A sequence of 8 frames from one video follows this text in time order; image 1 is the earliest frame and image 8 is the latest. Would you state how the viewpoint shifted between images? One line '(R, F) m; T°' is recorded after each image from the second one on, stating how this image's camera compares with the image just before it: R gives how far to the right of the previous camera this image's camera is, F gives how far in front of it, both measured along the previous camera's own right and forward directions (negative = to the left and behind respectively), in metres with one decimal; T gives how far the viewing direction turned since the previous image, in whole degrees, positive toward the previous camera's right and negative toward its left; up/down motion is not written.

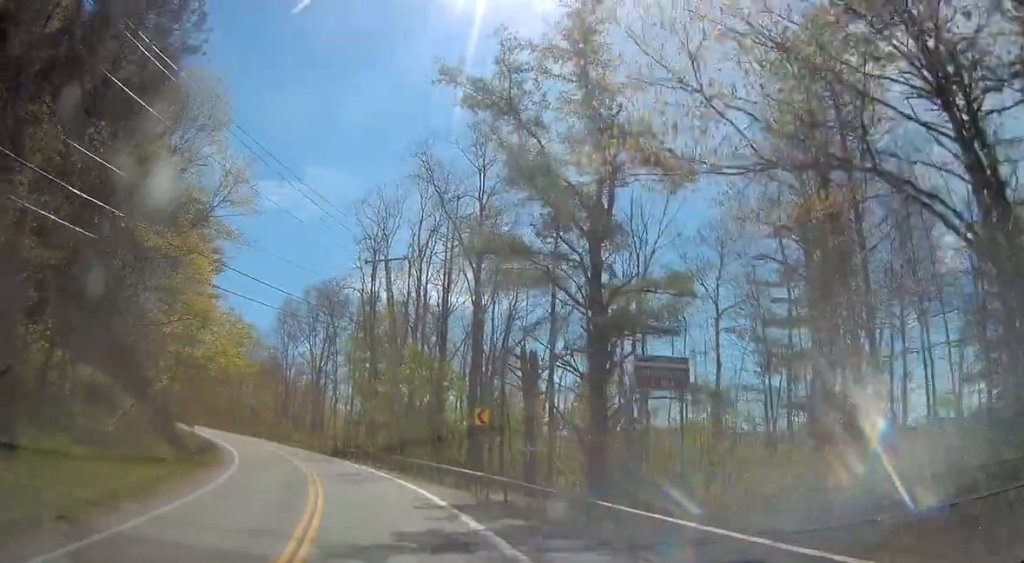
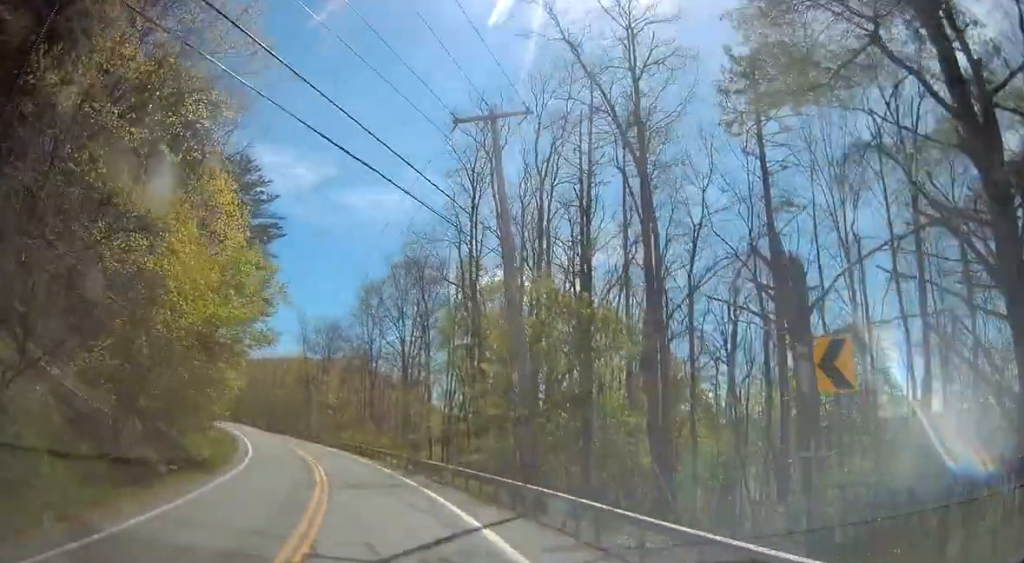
(-1.9, +16.4) m; -7°
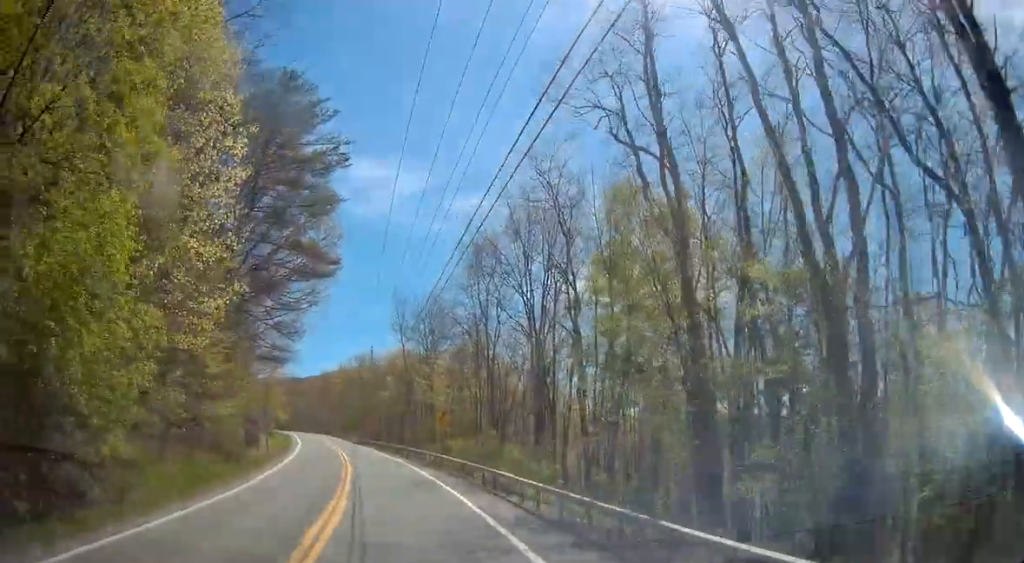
(0.0, +20.1) m; -5°
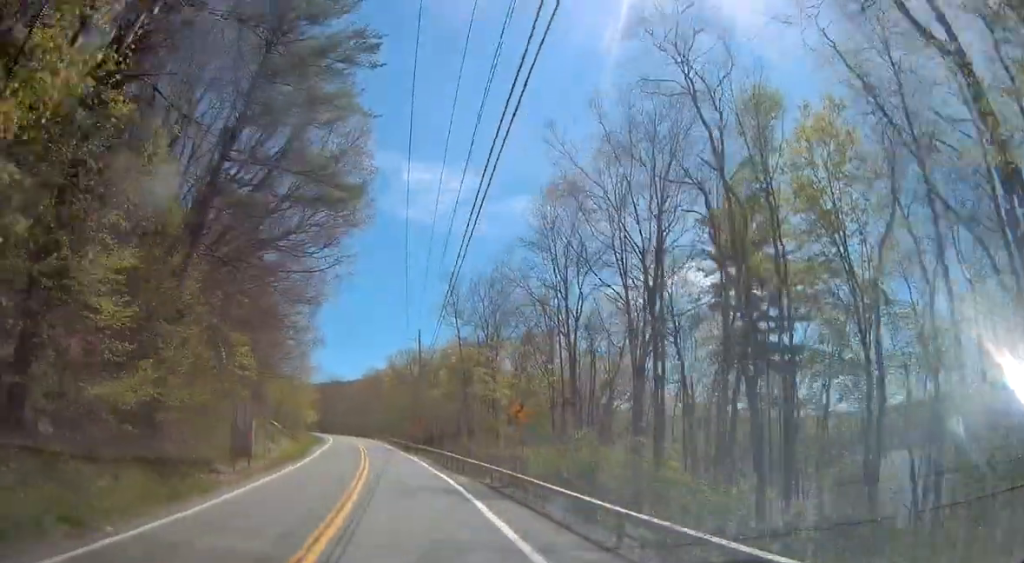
(-1.1, +13.8) m; -8°
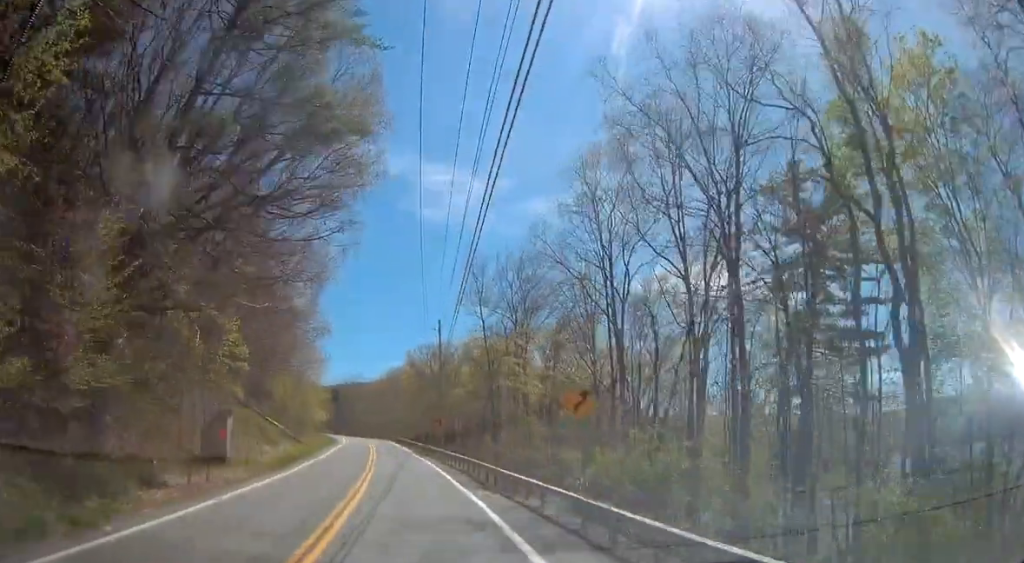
(-0.3, +7.0) m; -4°
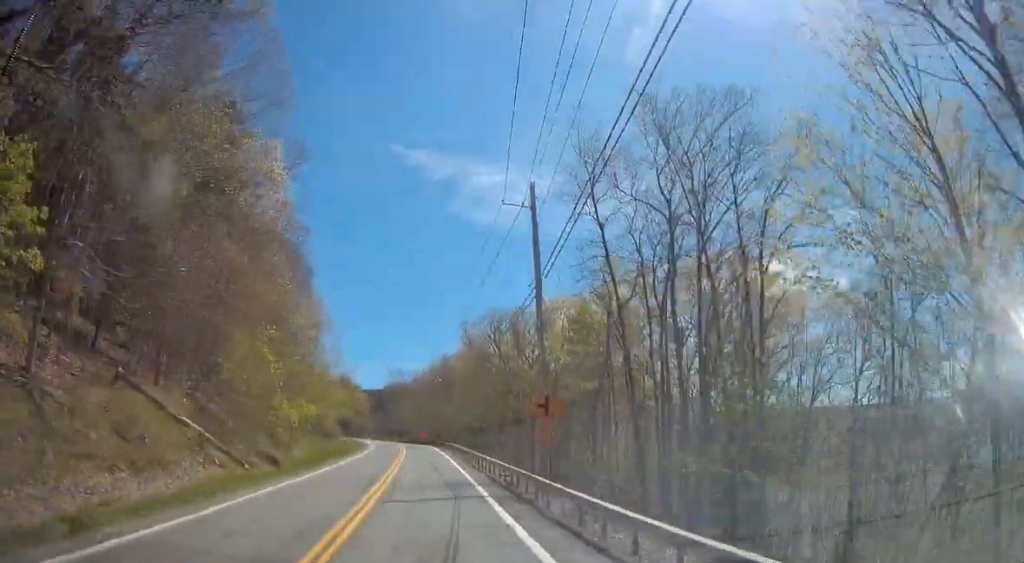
(-2.5, +29.8) m; -9°
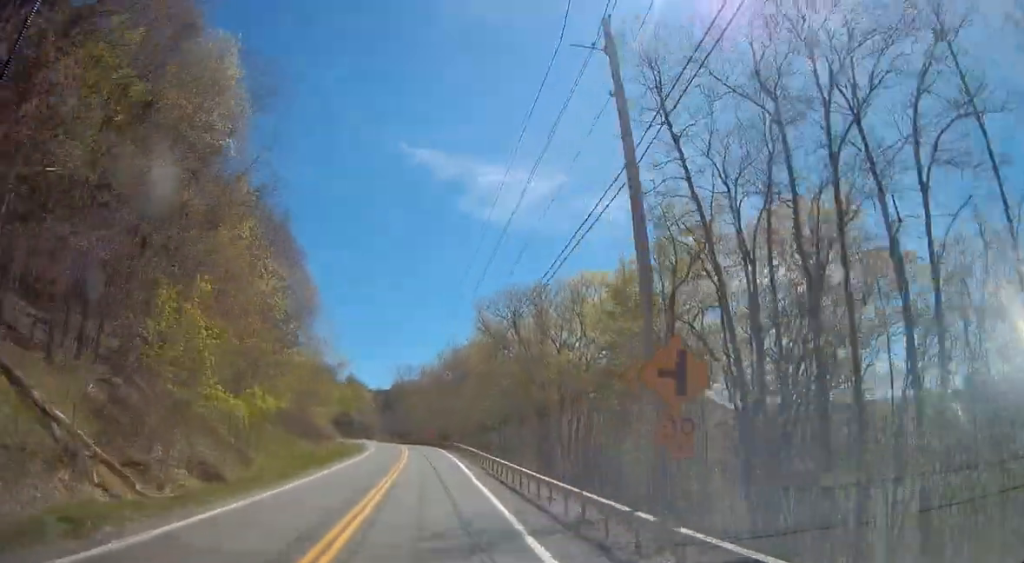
(-0.3, +10.9) m; -1°
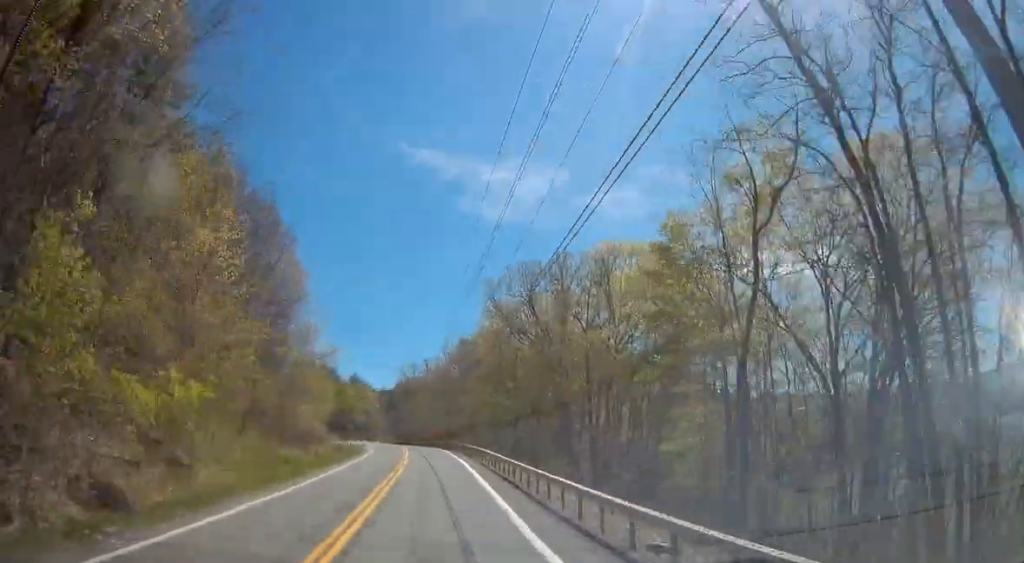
(-0.2, +8.6) m; 0°
